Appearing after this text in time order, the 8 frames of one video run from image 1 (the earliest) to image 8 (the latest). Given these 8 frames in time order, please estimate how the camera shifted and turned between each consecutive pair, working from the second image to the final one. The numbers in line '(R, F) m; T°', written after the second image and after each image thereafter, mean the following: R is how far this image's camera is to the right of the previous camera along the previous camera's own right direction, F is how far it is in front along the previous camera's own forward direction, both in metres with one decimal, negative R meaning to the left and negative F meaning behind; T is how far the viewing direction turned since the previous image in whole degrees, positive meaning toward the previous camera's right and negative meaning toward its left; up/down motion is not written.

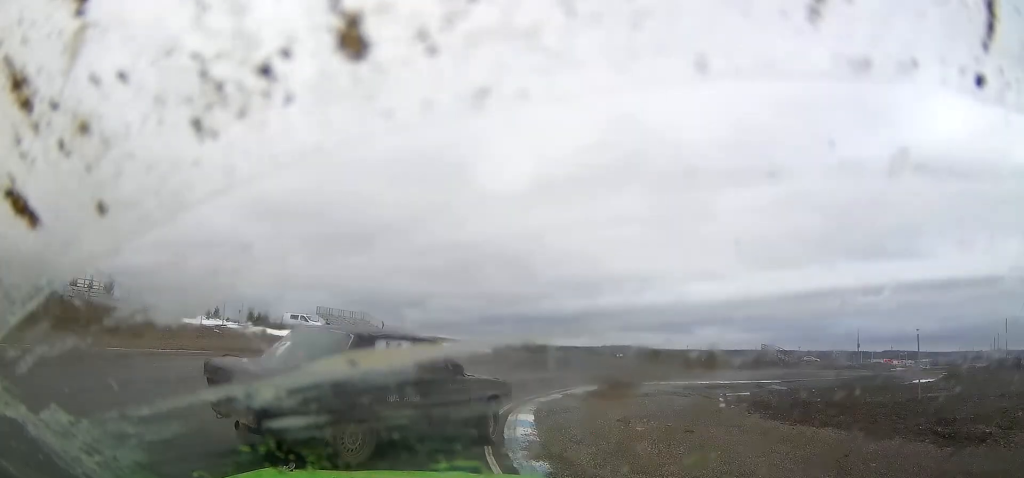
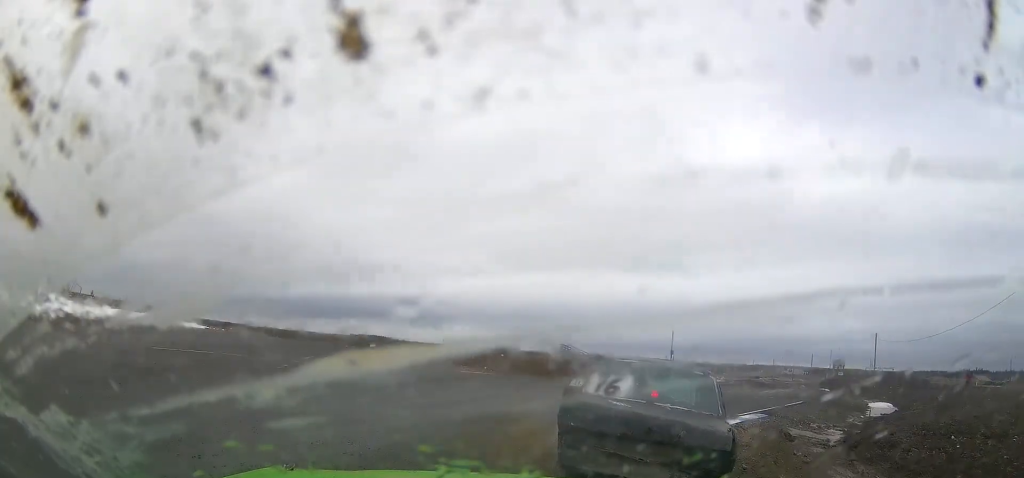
(+7.1, +17.8) m; +40°
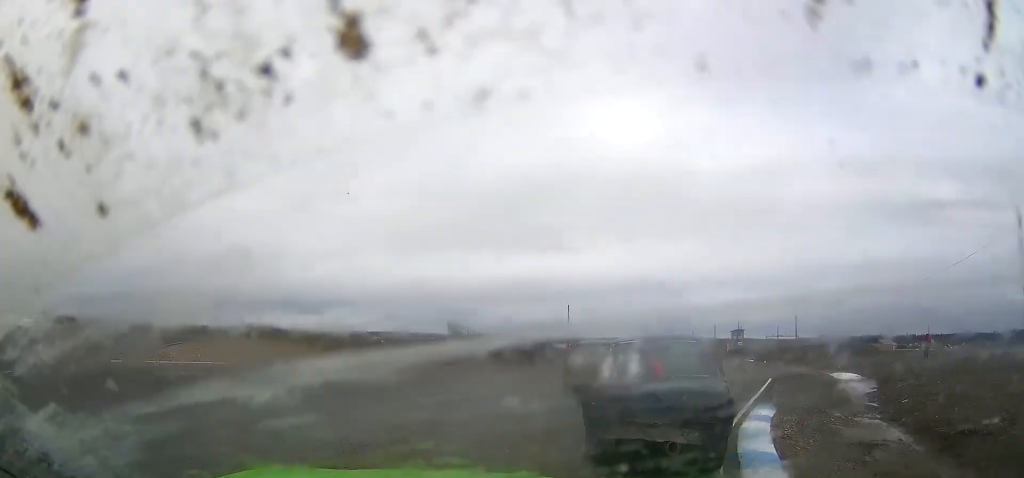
(+0.5, +6.7) m; +11°
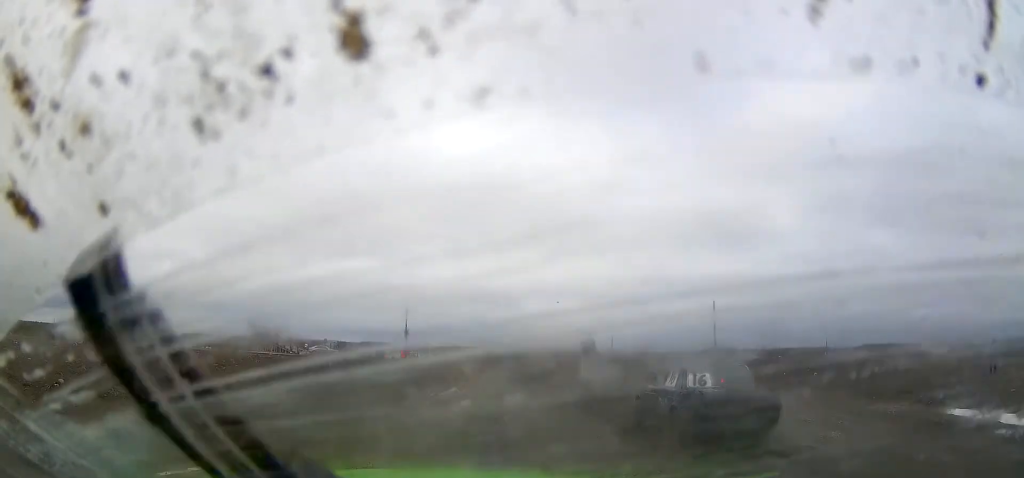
(+3.5, +17.6) m; +23°
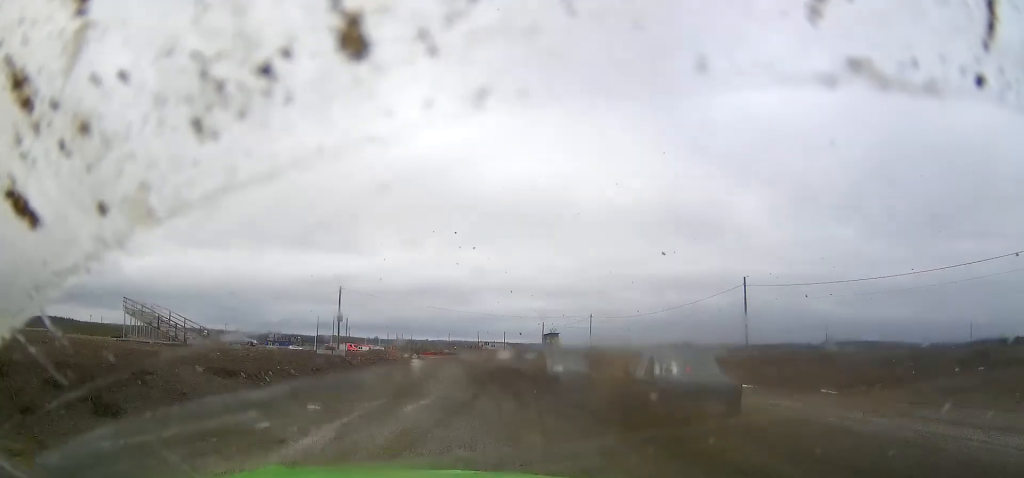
(+1.8, +13.9) m; +9°
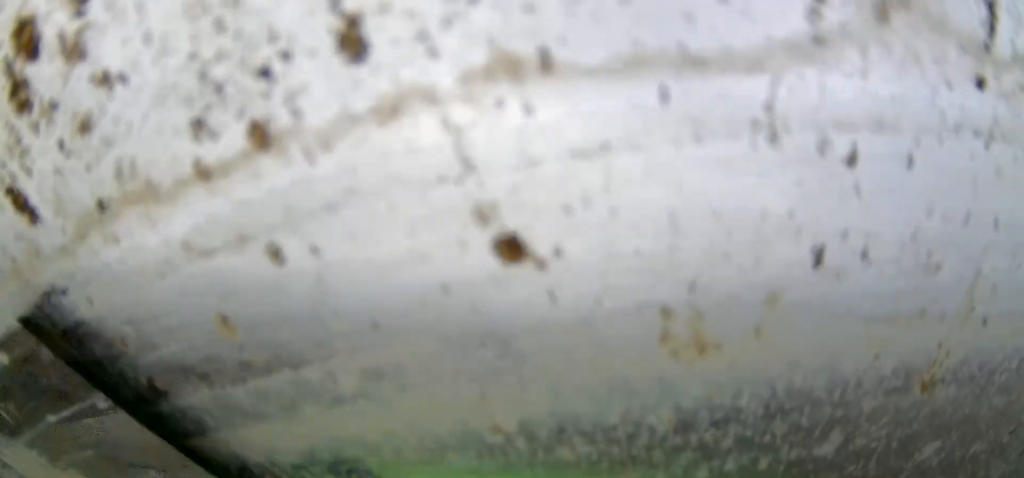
(+1.0, +16.8) m; +3°
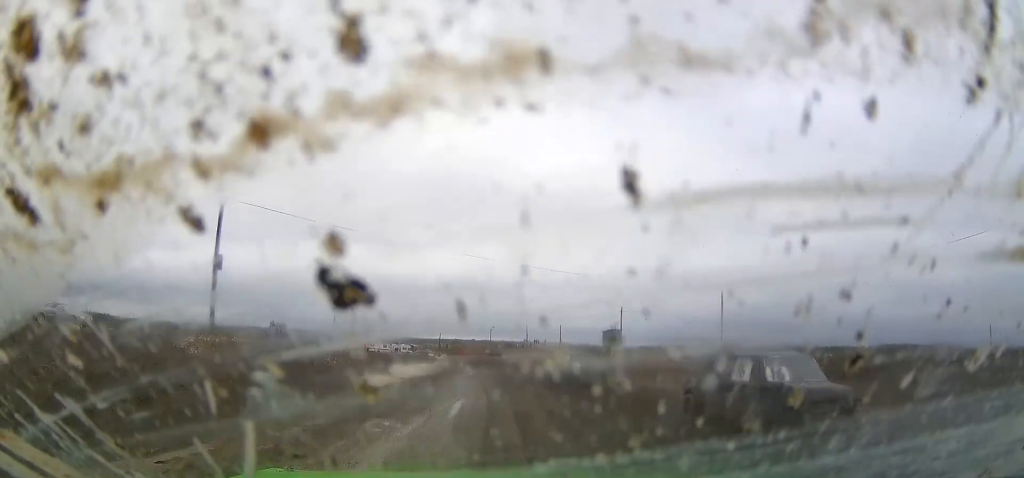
(+0.1, +16.0) m; 0°
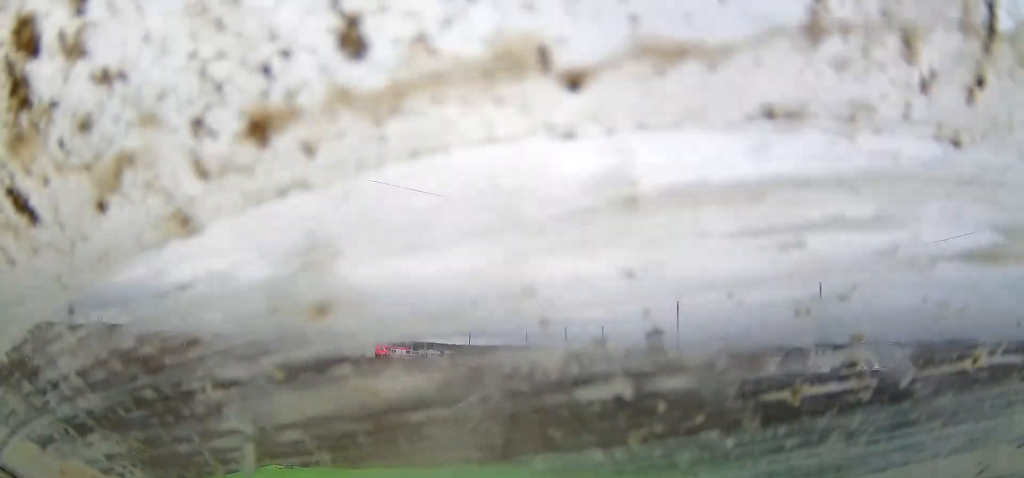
(0.0, +10.7) m; -1°
